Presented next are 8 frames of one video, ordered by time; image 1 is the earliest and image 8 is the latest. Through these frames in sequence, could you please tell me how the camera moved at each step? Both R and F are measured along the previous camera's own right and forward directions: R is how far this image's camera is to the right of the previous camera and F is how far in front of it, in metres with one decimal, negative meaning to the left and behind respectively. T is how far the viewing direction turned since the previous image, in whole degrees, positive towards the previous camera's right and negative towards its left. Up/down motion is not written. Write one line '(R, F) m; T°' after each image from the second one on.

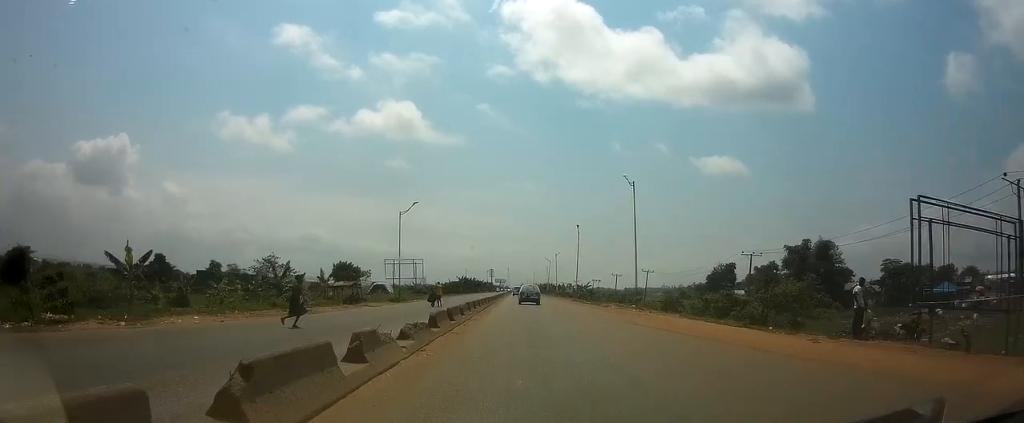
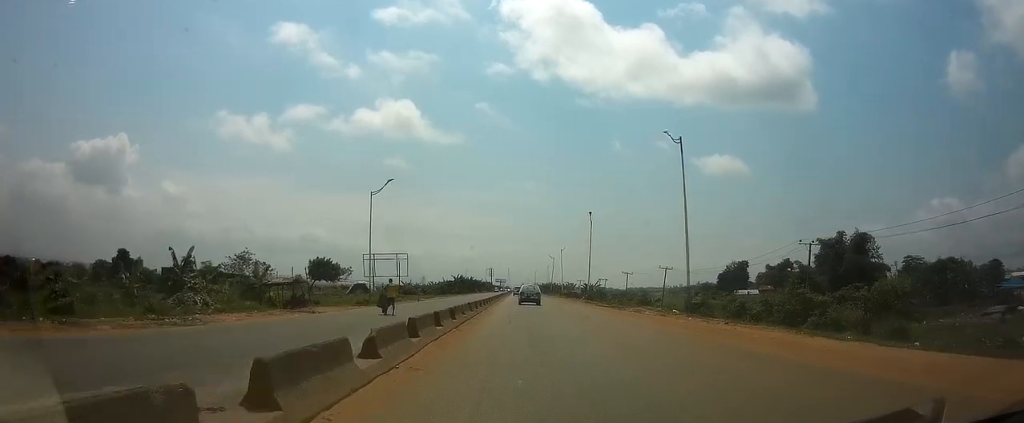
(0.0, +14.2) m; 0°
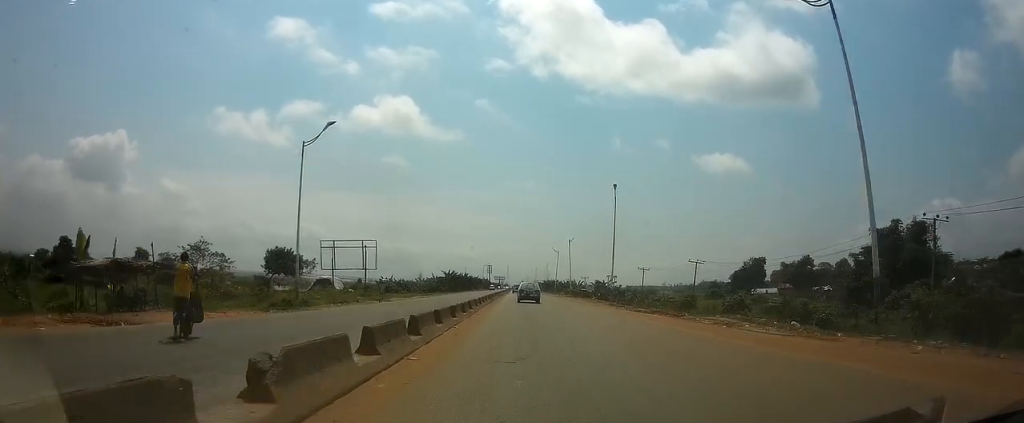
(0.0, +18.4) m; 0°
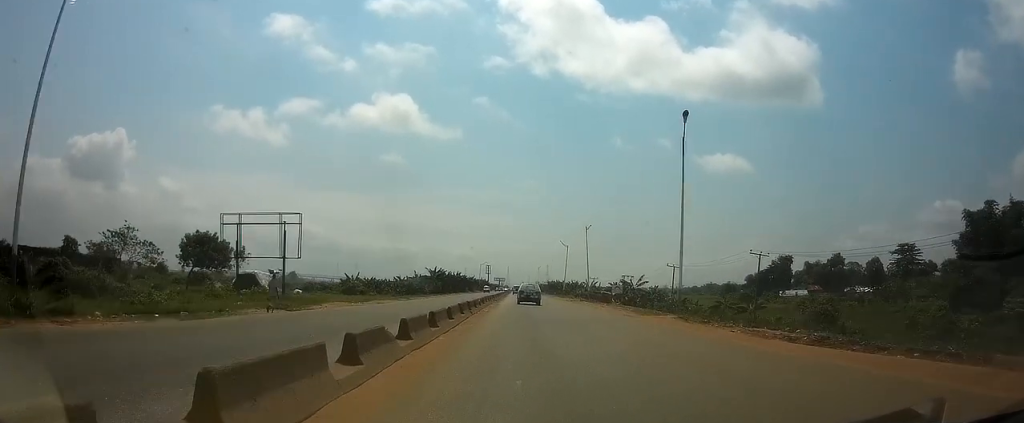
(0.0, +22.5) m; 0°
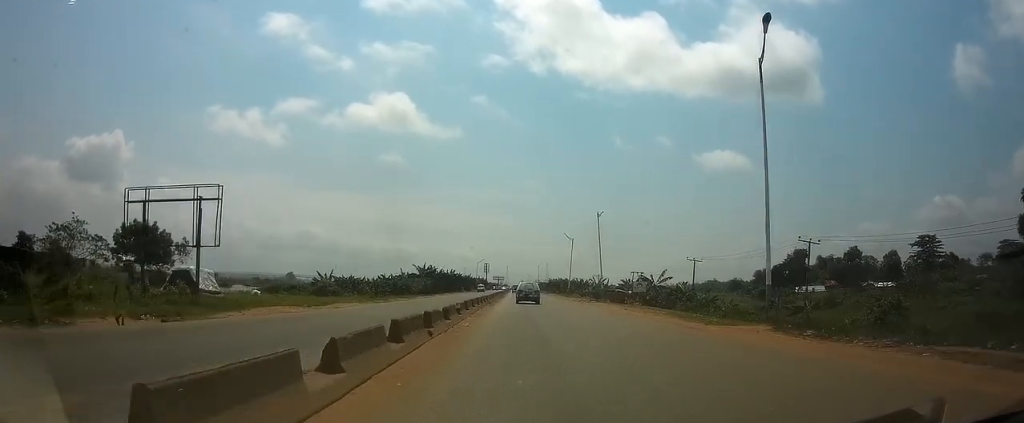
(0.0, +11.7) m; 0°
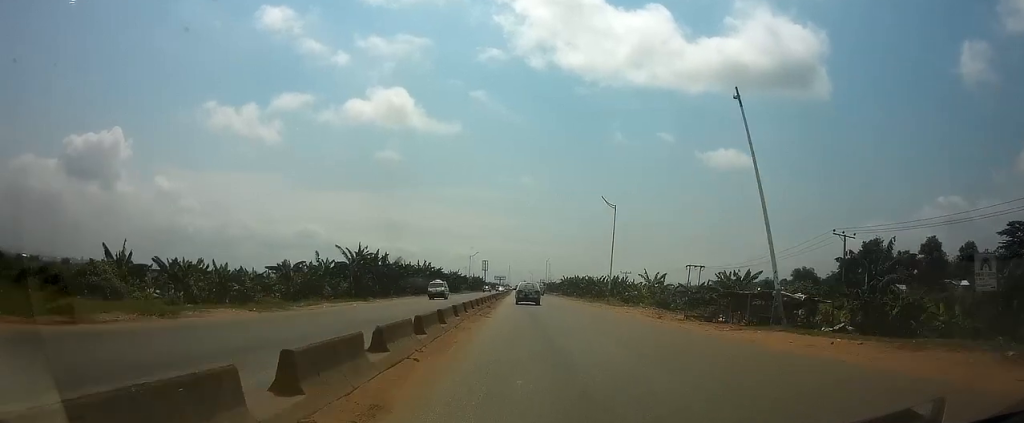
(-0.1, +41.5) m; 0°
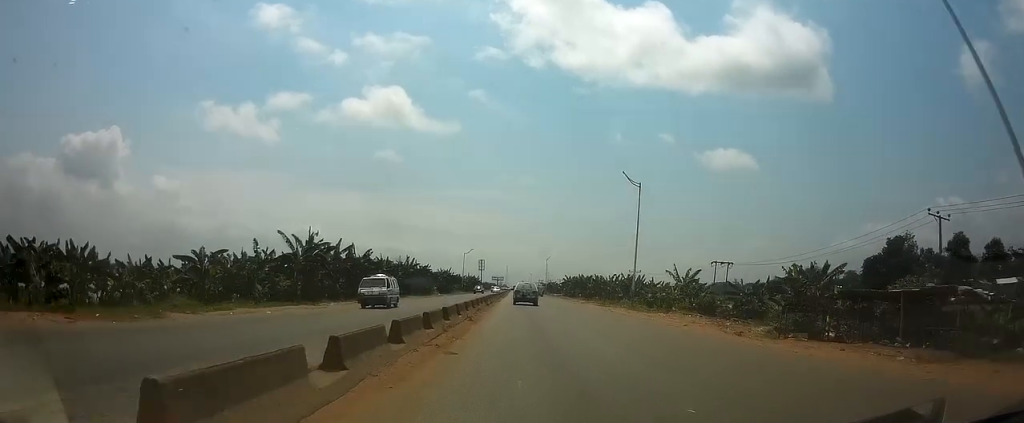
(0.0, +13.2) m; 0°
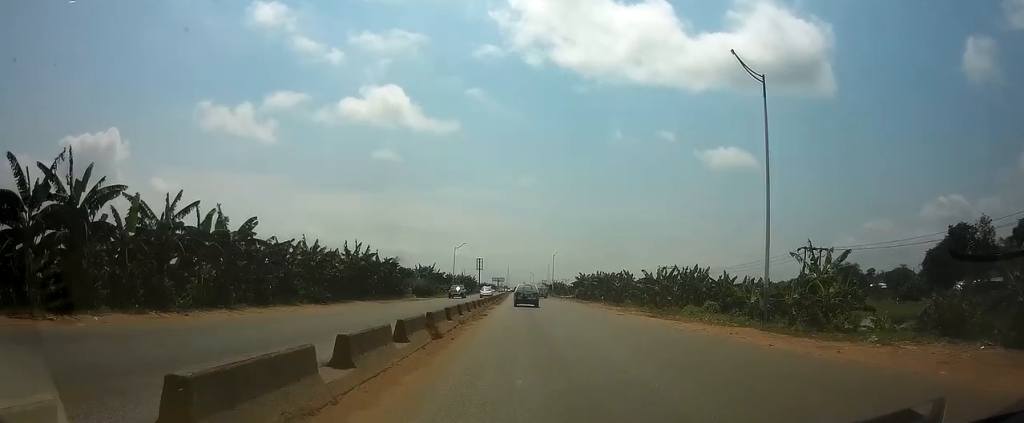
(+0.1, +25.3) m; 0°
